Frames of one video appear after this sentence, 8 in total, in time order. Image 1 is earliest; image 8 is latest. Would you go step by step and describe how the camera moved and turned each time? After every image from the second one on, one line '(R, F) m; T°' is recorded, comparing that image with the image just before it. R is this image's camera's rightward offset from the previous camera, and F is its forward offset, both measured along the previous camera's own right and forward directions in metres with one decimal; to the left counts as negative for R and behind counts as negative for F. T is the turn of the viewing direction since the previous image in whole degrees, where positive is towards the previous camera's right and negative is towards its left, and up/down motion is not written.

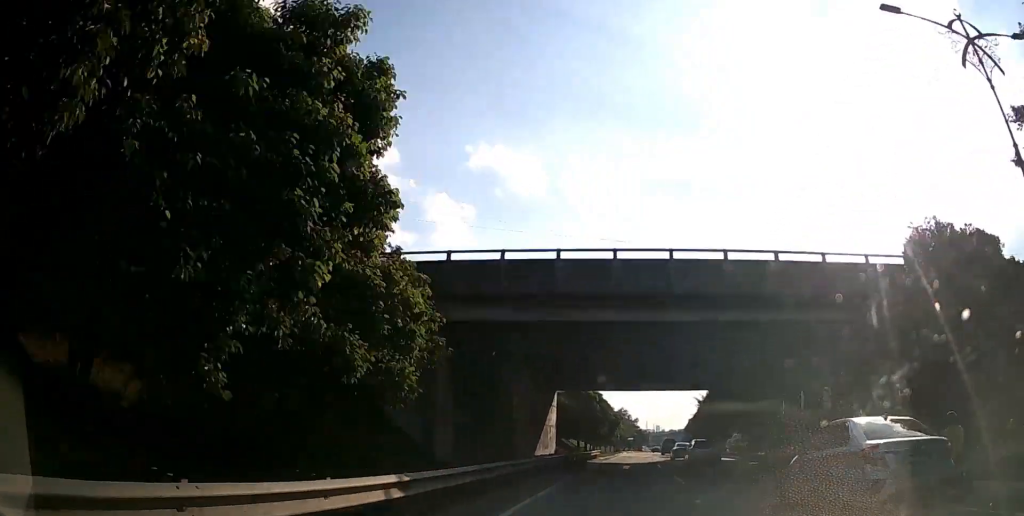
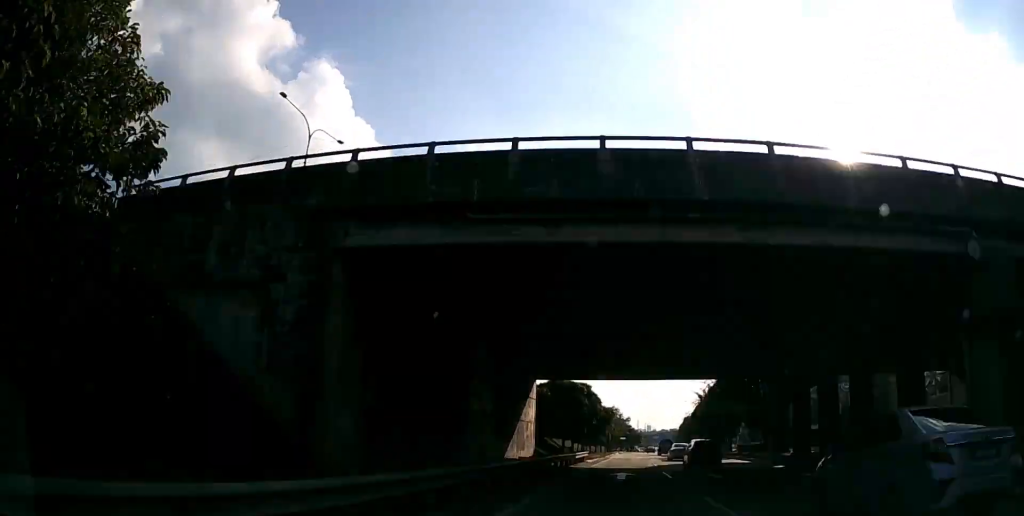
(+0.2, +7.9) m; +1°
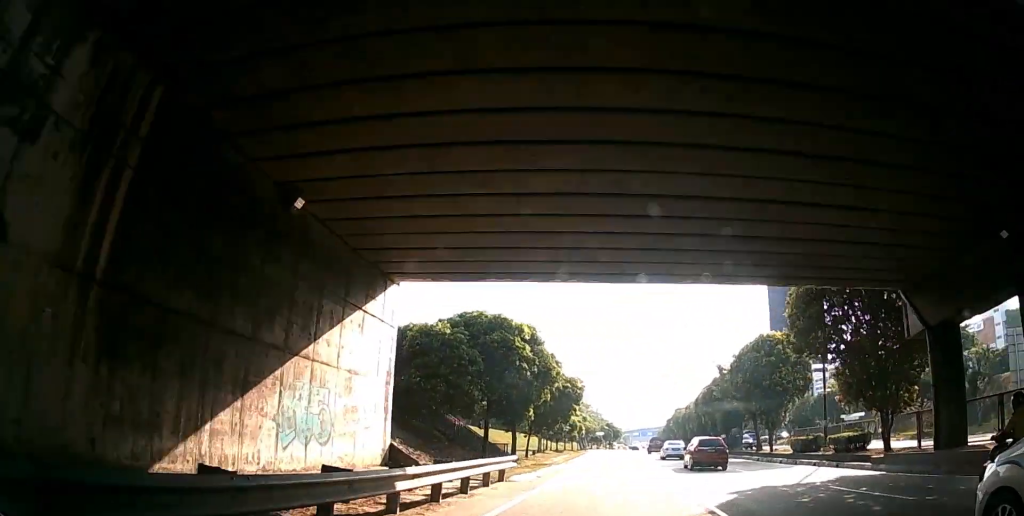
(+0.6, +23.5) m; +2°
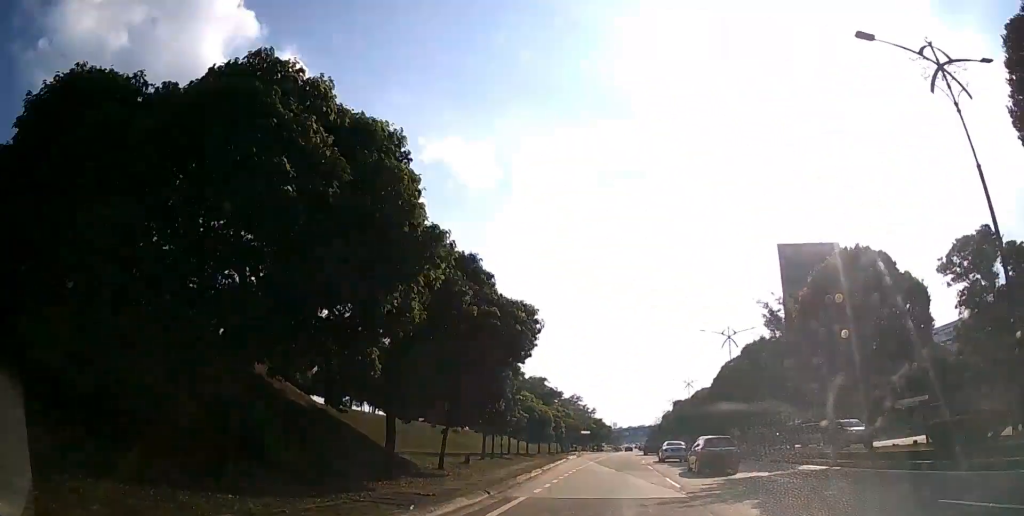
(+0.2, +17.0) m; +1°
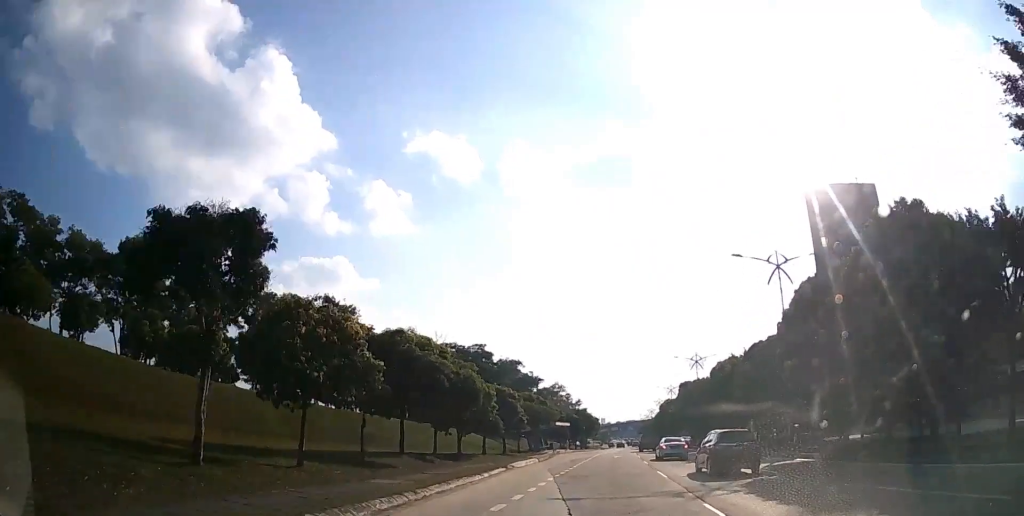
(+0.3, +21.8) m; +1°
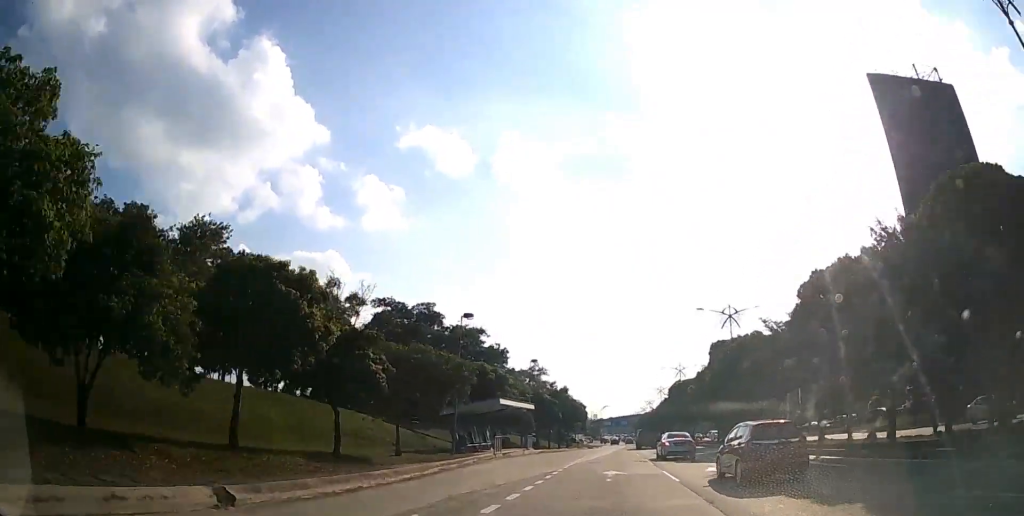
(+0.3, +26.1) m; +1°
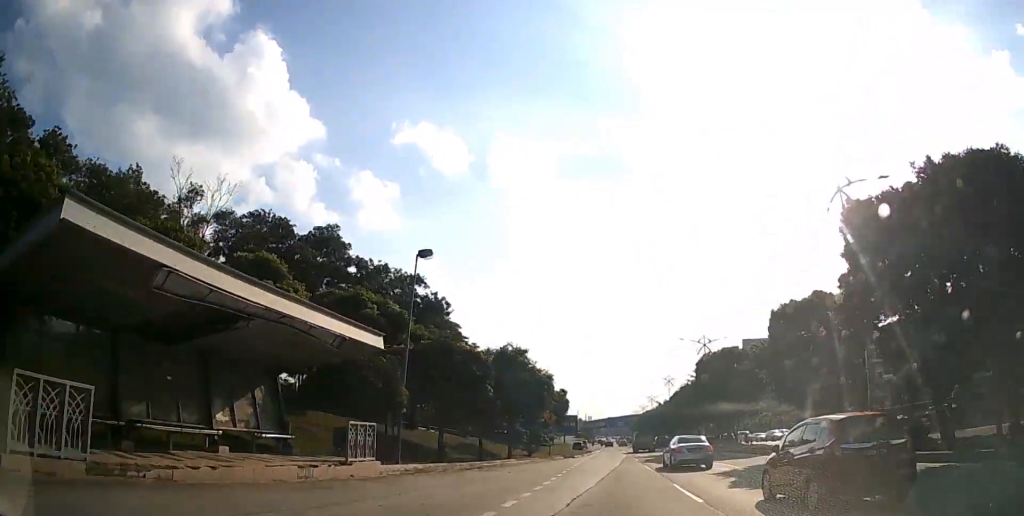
(+0.1, +28.3) m; 0°
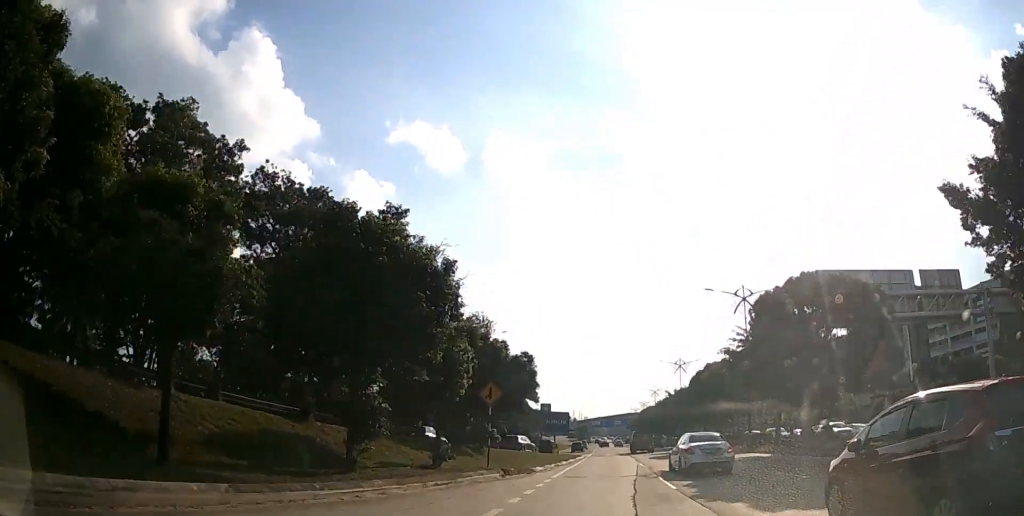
(+0.1, +21.2) m; 0°
